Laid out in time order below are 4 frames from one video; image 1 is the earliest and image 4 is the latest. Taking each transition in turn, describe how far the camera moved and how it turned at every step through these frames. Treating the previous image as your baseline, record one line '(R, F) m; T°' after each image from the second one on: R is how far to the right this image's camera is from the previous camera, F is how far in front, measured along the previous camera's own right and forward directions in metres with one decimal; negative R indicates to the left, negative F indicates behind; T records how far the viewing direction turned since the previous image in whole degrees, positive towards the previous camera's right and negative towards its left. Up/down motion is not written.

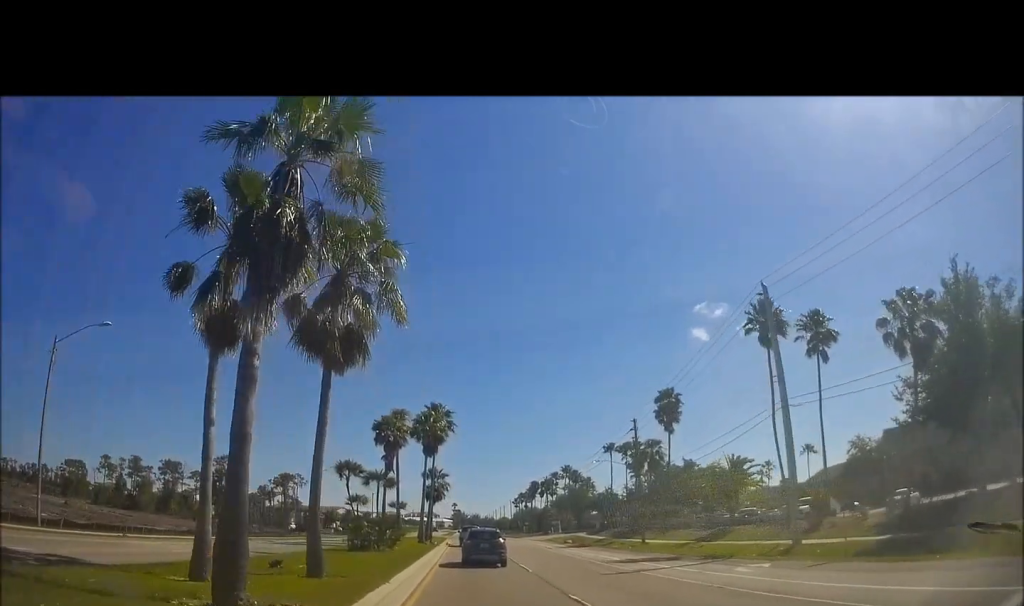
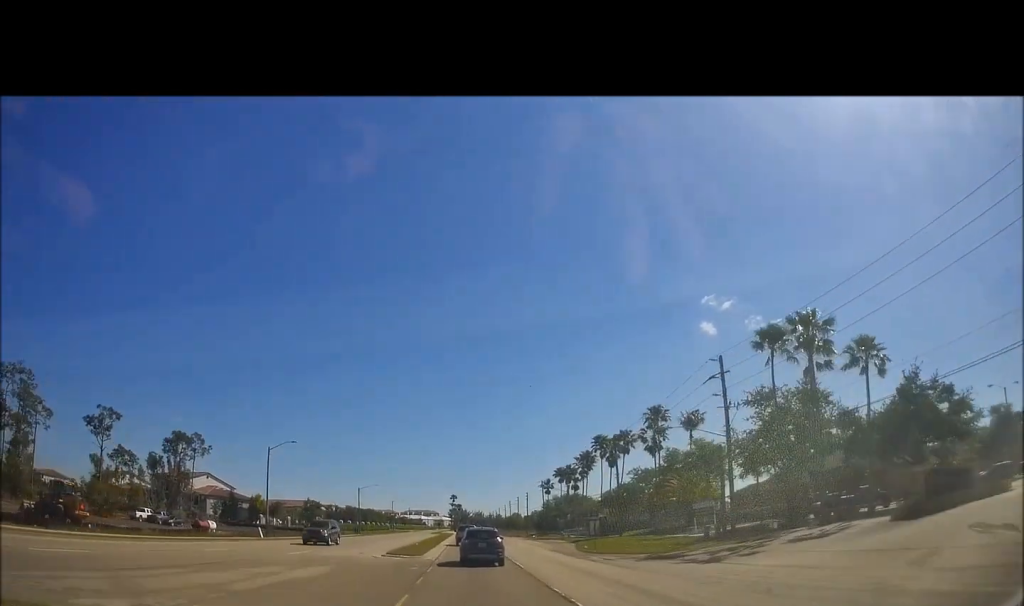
(-2.6, +81.8) m; -3°
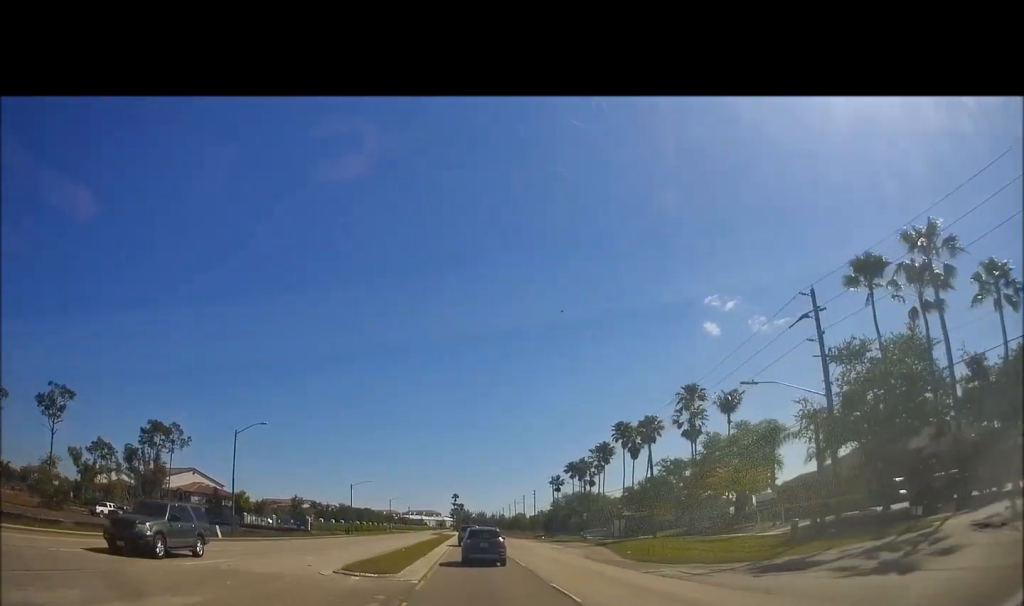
(-0.2, +11.3) m; 0°
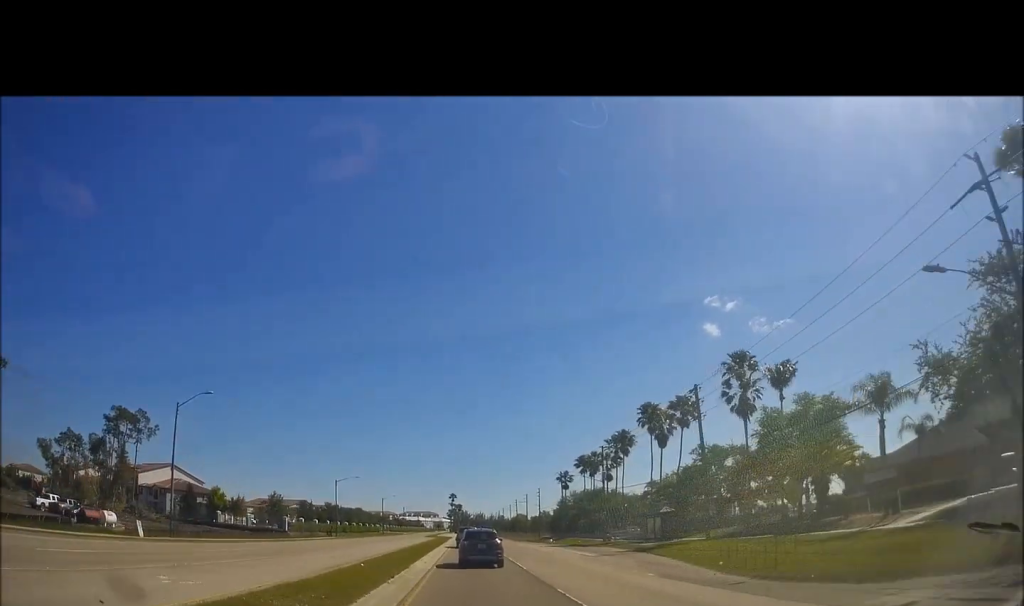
(+0.1, +12.6) m; 0°
